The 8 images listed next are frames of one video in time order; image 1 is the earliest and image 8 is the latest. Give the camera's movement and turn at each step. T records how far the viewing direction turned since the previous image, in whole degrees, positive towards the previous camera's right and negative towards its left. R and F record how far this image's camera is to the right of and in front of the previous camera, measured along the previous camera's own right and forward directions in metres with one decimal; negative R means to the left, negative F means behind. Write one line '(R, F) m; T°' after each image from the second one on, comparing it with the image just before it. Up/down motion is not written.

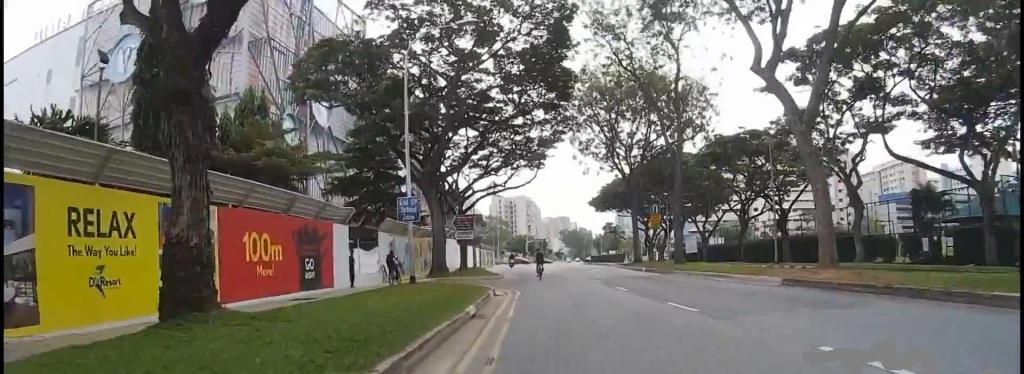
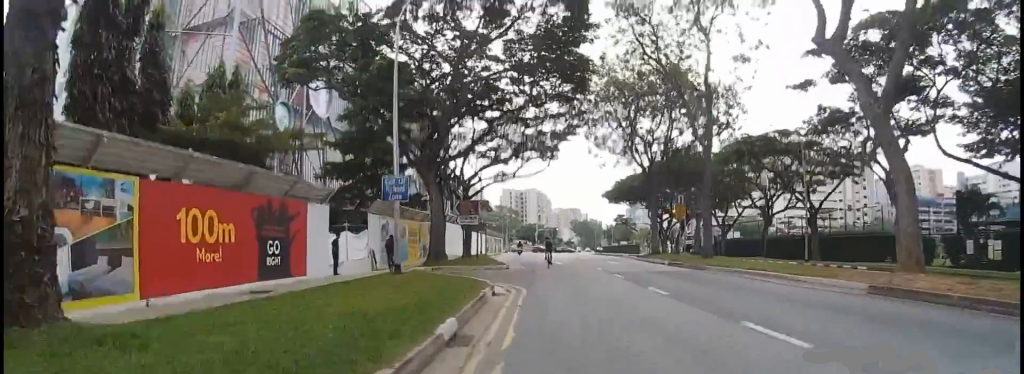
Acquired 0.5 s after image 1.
(+0.1, +3.1) m; +2°
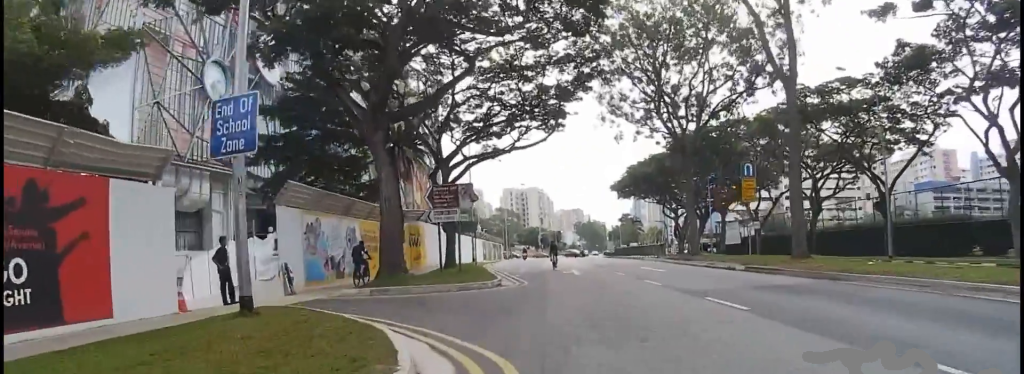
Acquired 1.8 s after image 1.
(+0.1, +8.5) m; +1°
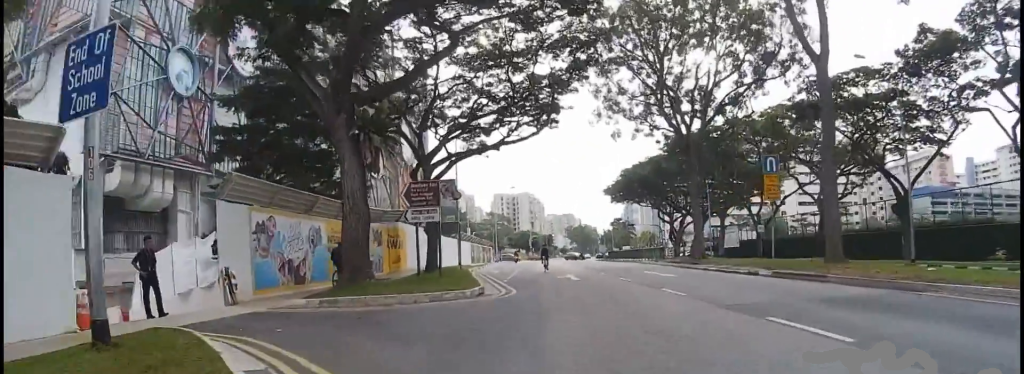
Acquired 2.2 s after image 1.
(0.0, +2.6) m; 0°
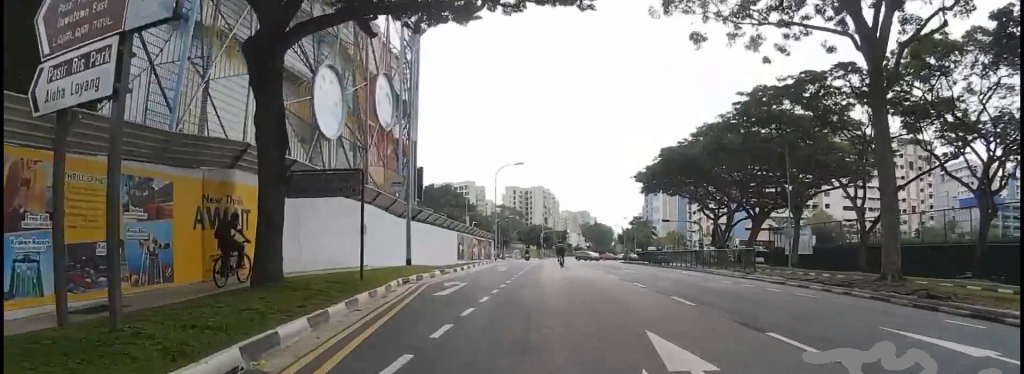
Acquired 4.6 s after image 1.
(0.0, +13.0) m; 0°
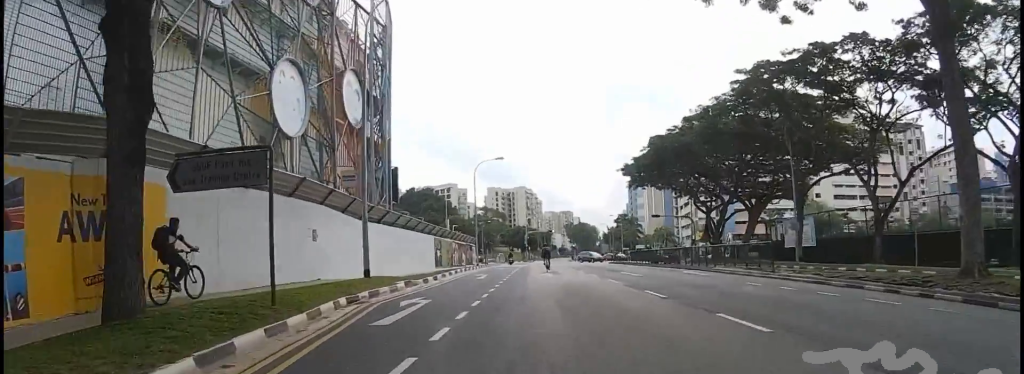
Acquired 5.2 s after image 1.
(0.0, +2.5) m; 0°
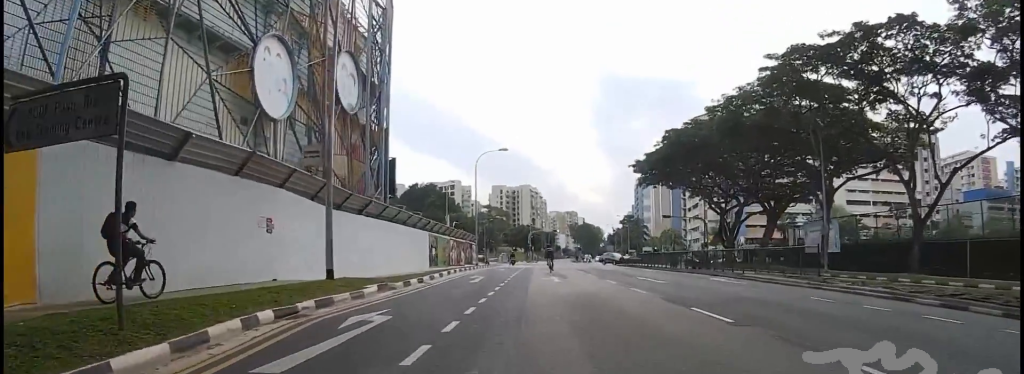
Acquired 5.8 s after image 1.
(0.0, +2.6) m; 0°
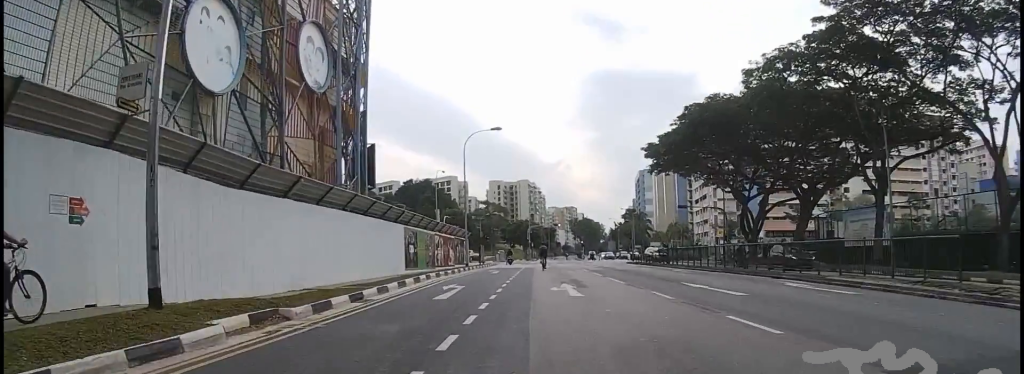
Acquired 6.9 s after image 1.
(0.0, +5.5) m; 0°
